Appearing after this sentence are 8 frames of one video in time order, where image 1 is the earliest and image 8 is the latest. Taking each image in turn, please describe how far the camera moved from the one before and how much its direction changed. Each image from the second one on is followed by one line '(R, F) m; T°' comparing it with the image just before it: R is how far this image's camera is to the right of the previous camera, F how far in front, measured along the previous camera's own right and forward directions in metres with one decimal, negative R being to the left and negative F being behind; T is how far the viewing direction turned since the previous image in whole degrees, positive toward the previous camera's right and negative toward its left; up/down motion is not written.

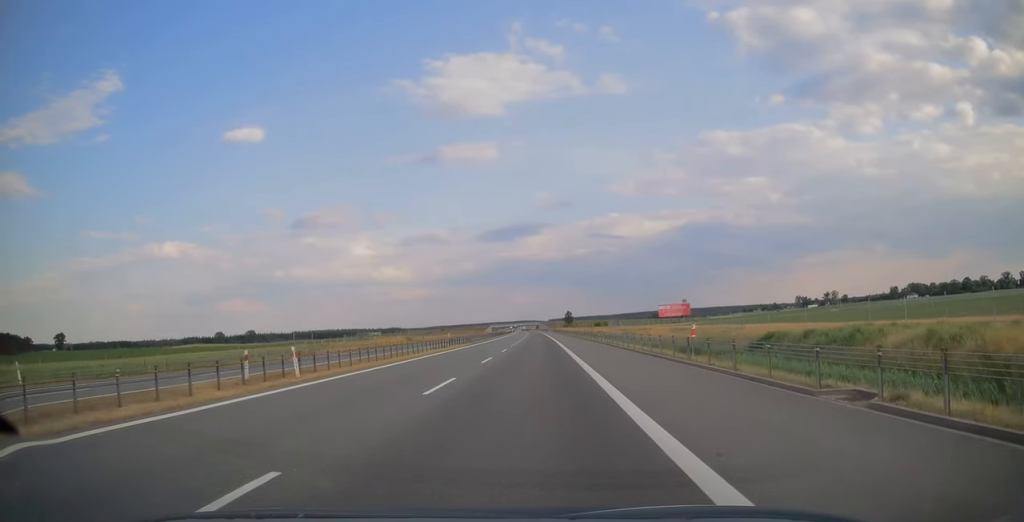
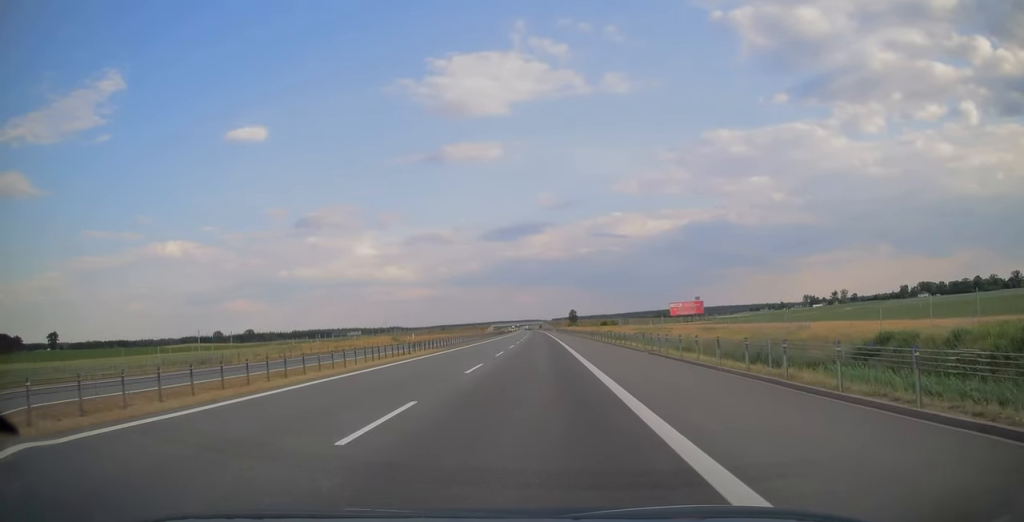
(0.0, +18.0) m; 0°
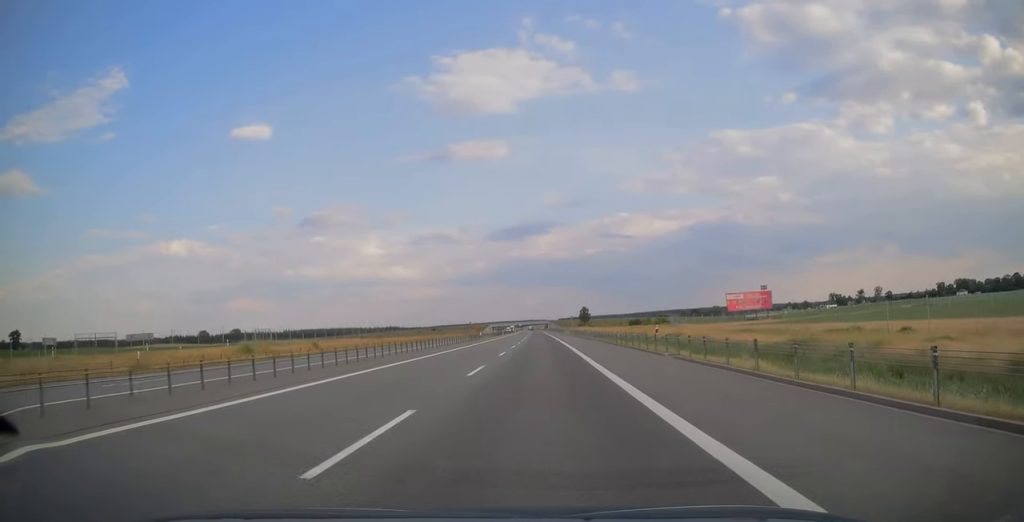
(-0.7, +73.1) m; -1°
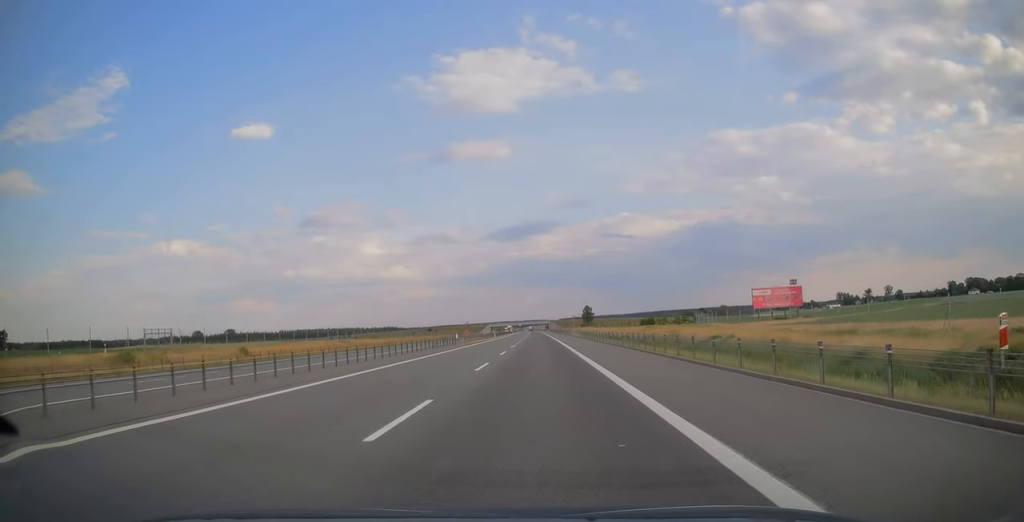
(+0.1, +22.4) m; 0°
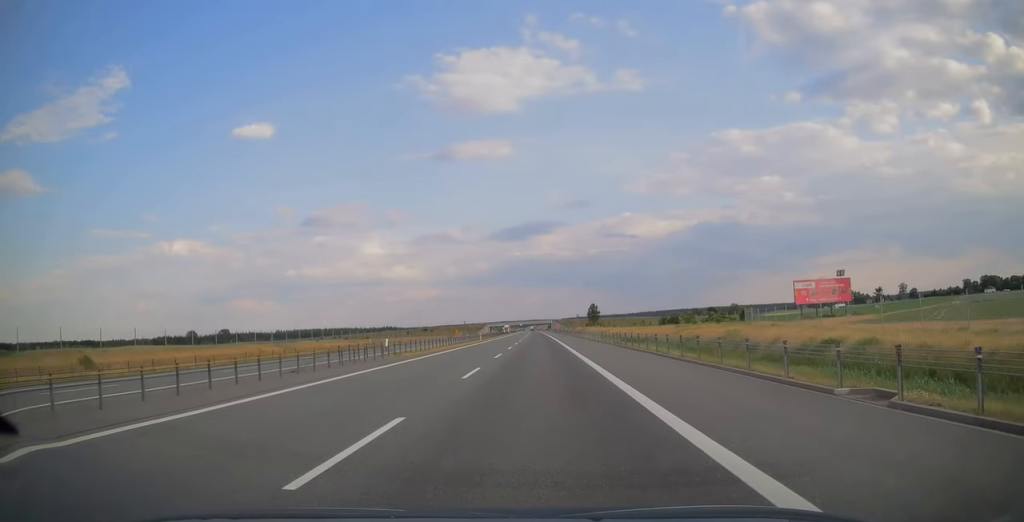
(-0.1, +26.7) m; 0°
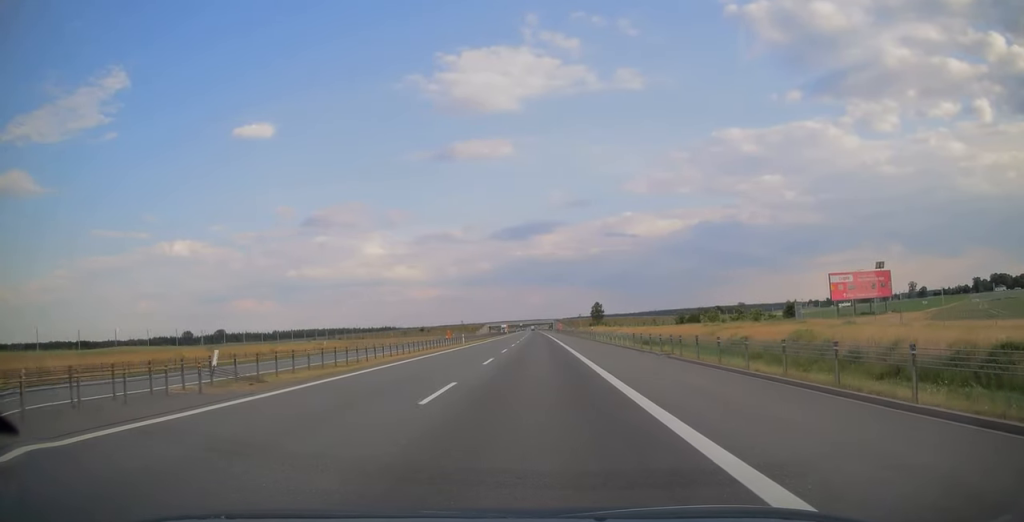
(0.0, +17.4) m; 0°
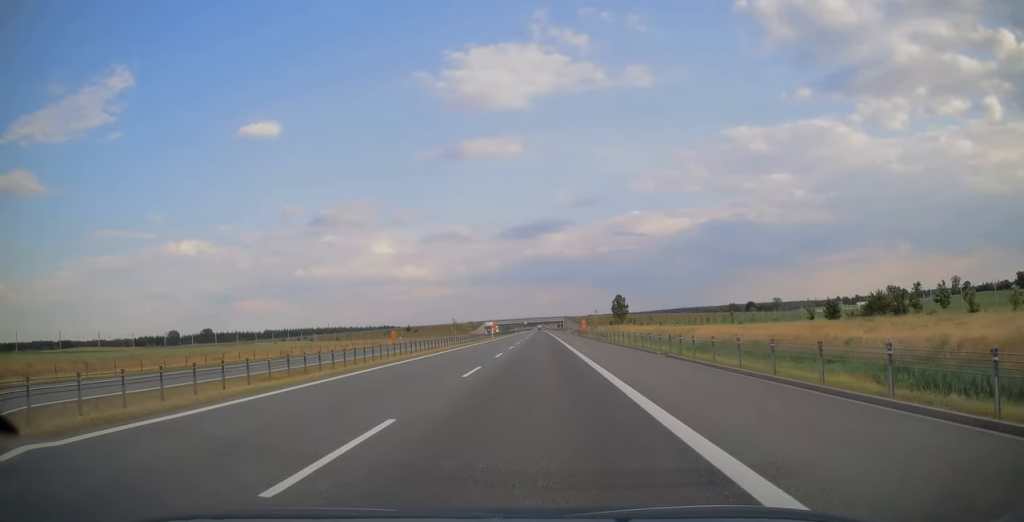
(-0.3, +66.5) m; -1°
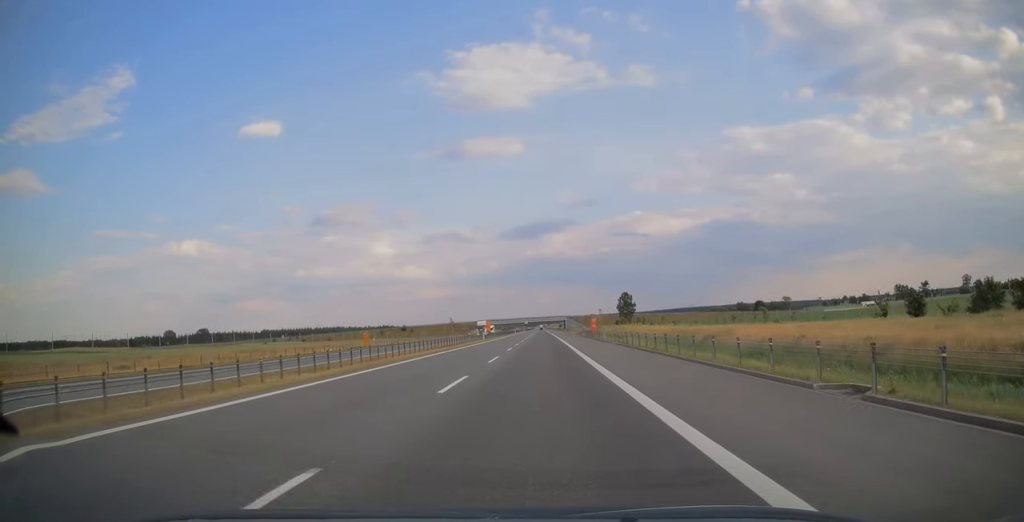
(0.0, +15.8) m; 0°
